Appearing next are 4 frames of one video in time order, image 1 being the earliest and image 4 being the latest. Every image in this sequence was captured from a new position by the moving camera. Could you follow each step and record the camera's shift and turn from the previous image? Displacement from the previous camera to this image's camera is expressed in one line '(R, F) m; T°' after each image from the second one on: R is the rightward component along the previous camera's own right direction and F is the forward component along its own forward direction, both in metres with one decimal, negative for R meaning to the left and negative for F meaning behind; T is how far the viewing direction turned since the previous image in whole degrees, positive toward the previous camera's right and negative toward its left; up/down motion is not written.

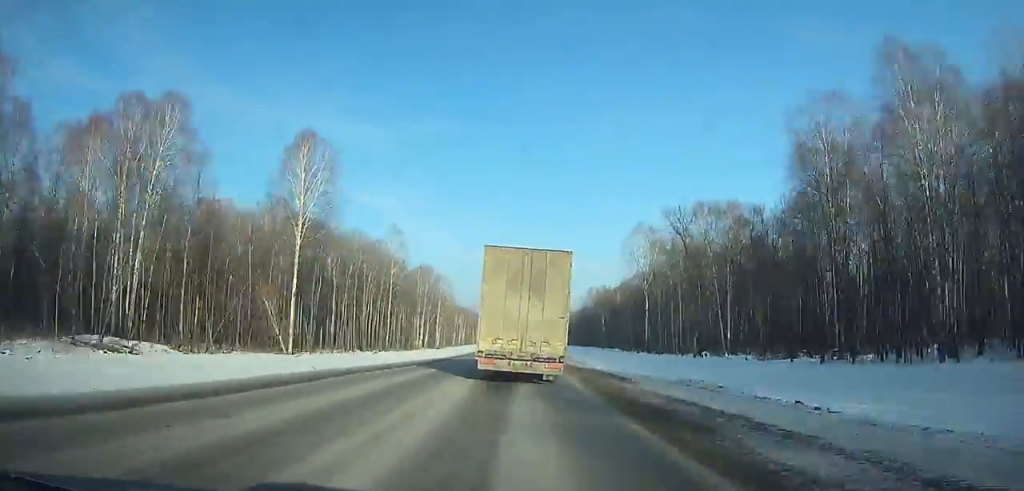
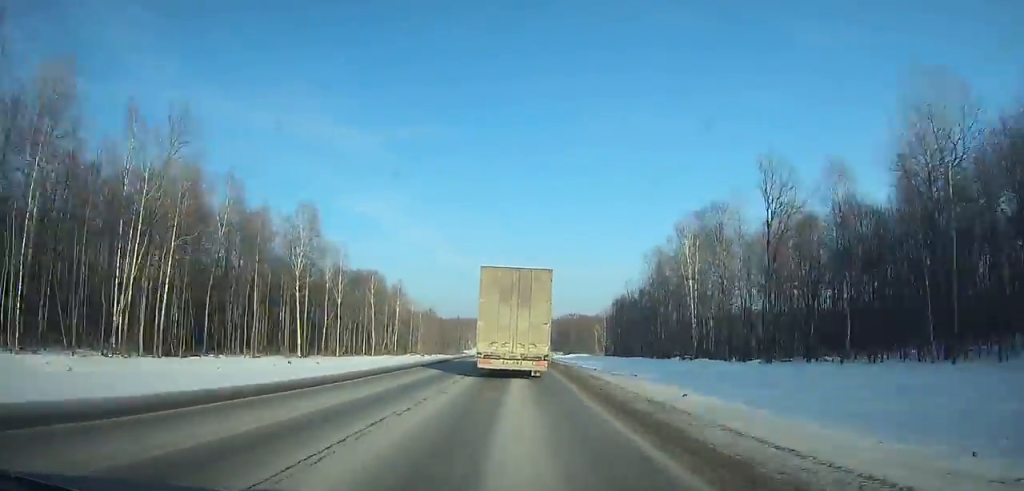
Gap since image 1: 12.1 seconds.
(-0.2, +263.3) m; 0°
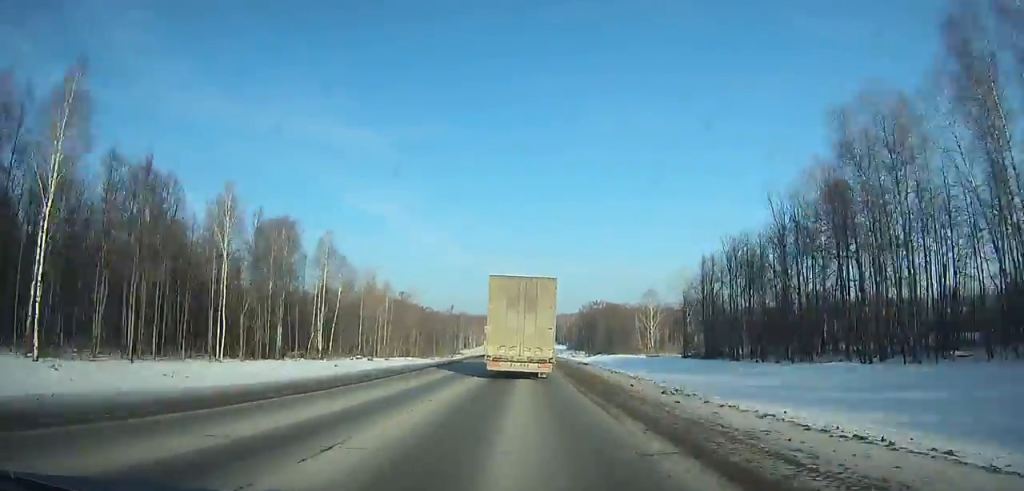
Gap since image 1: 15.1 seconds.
(-0.3, +64.1) m; 0°
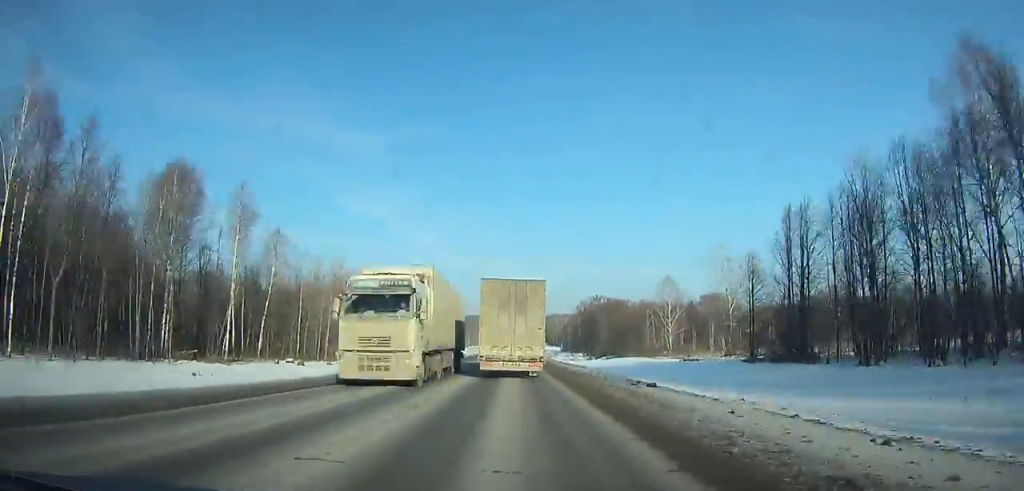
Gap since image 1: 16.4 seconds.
(0.0, +27.6) m; 0°
